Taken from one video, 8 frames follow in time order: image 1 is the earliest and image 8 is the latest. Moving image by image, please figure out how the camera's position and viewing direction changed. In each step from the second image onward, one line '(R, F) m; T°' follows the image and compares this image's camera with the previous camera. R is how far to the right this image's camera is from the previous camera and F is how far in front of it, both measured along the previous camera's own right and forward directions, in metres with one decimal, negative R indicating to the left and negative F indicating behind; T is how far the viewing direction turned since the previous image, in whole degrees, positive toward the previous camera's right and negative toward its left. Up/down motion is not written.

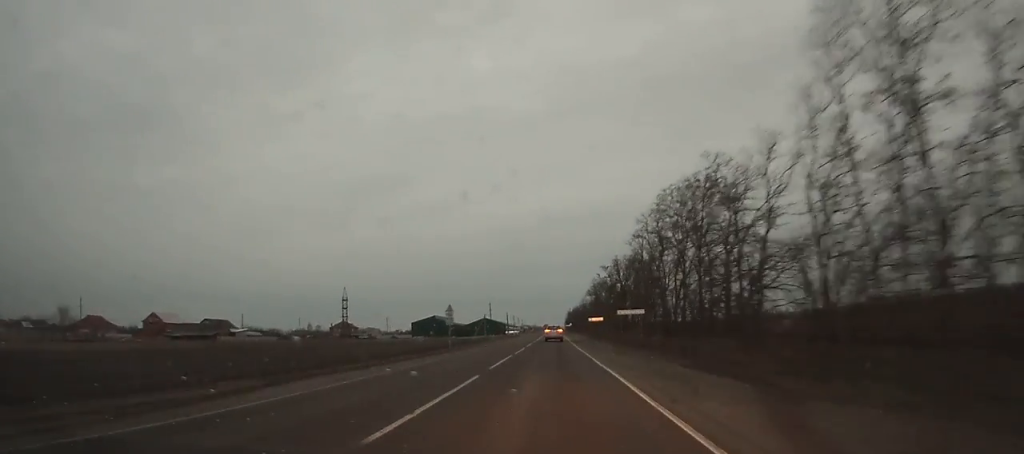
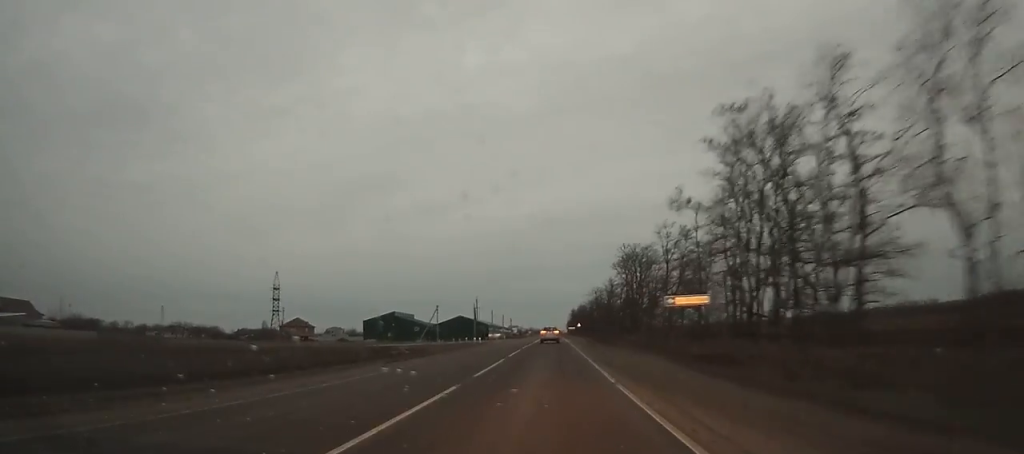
(0.0, +74.2) m; 0°
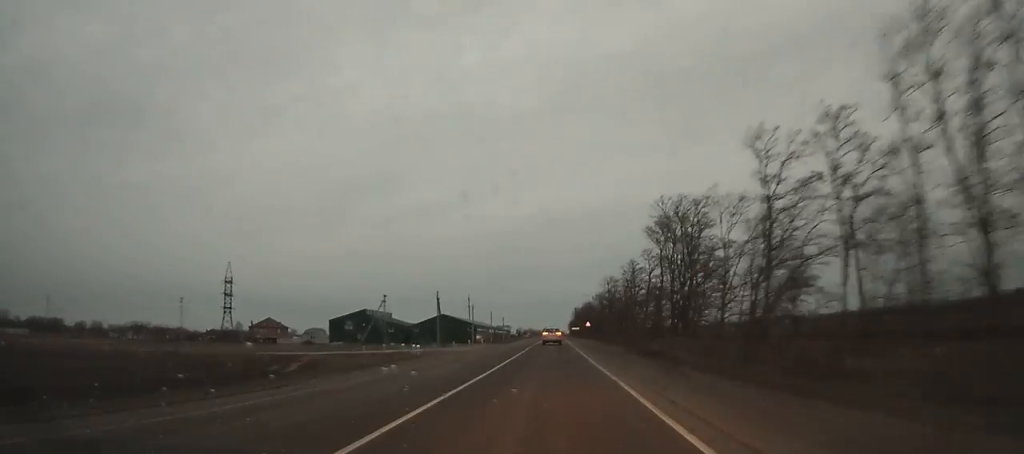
(0.0, +34.8) m; 0°
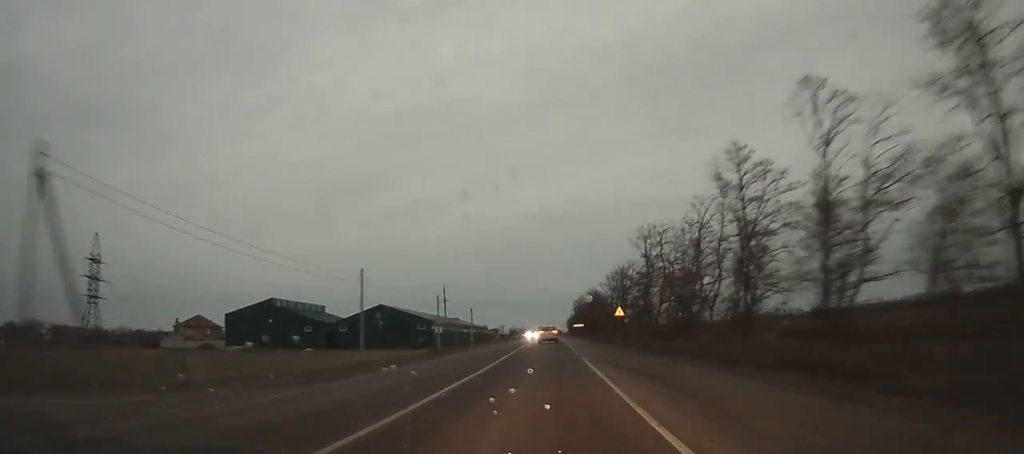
(-0.1, +60.1) m; 0°
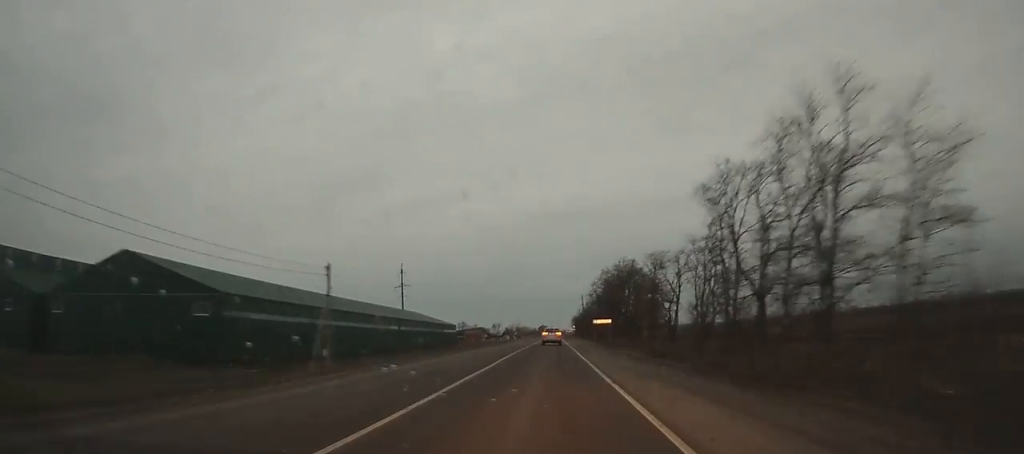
(-0.2, +76.1) m; 0°
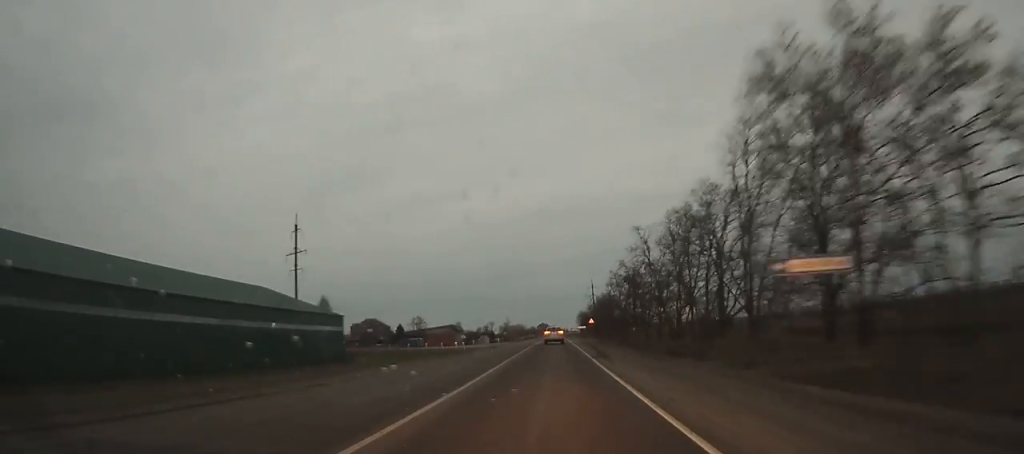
(+0.1, +75.7) m; 0°
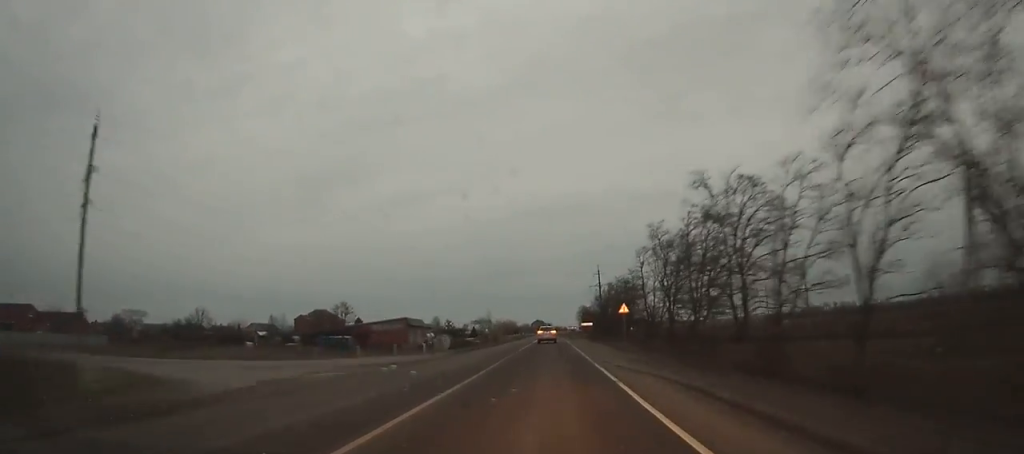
(+0.1, +52.3) m; 0°
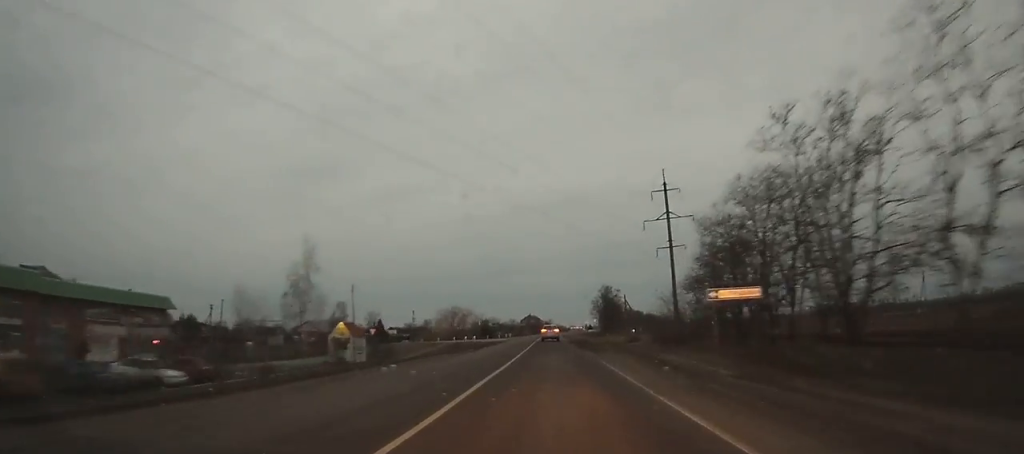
(+0.1, +121.6) m; 0°
